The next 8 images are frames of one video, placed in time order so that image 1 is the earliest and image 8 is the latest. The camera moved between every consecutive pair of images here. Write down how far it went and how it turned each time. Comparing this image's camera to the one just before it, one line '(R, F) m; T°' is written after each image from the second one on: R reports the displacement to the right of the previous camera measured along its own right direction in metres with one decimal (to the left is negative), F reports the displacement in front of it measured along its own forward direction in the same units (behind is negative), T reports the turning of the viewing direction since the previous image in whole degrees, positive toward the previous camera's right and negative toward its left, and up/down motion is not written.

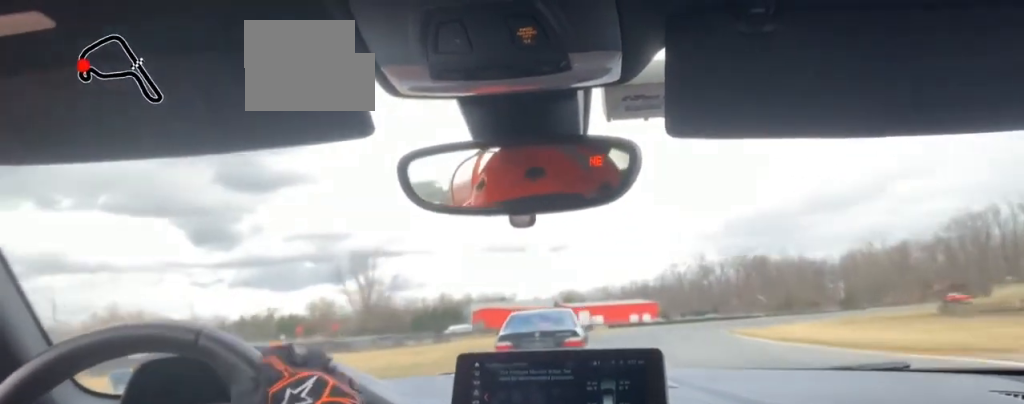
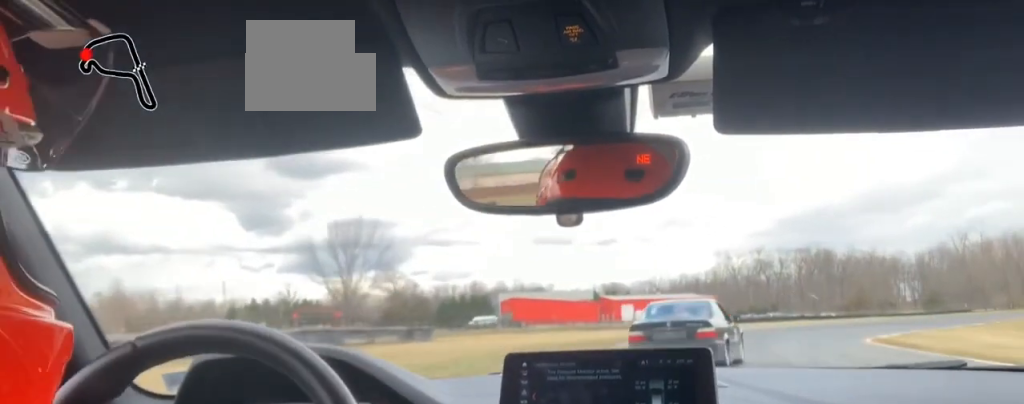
(-1.7, +29.1) m; -3°
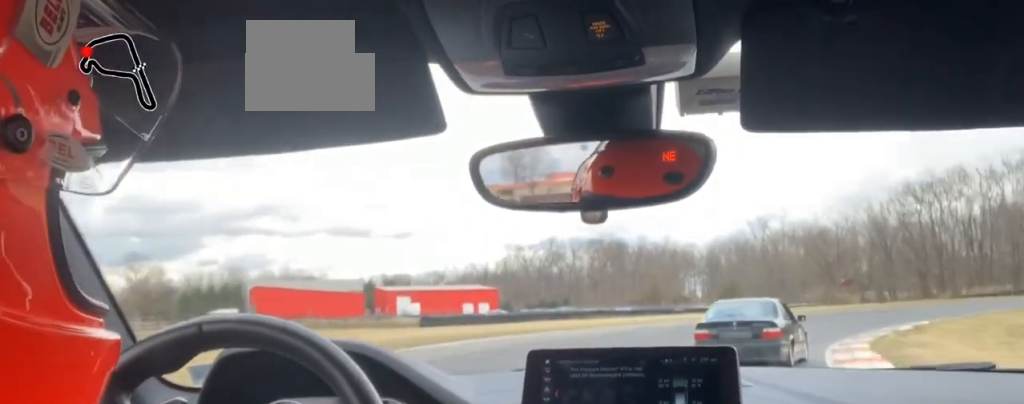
(-0.2, +32.4) m; +11°
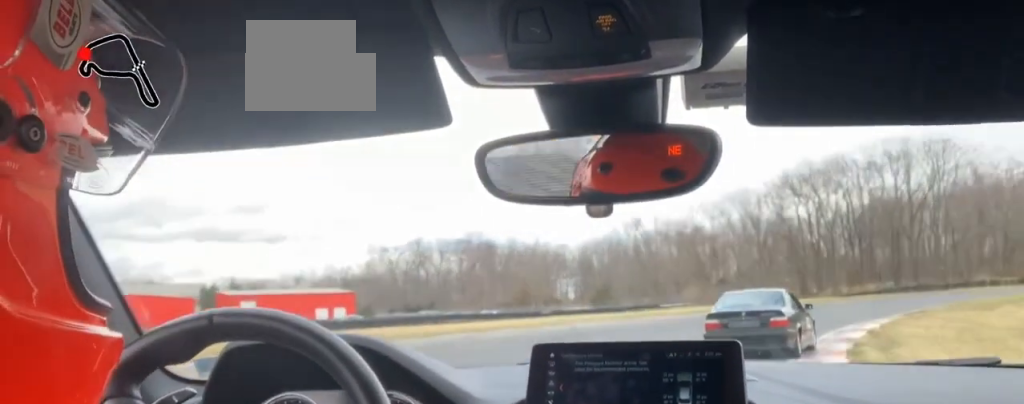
(+2.5, +14.3) m; +6°
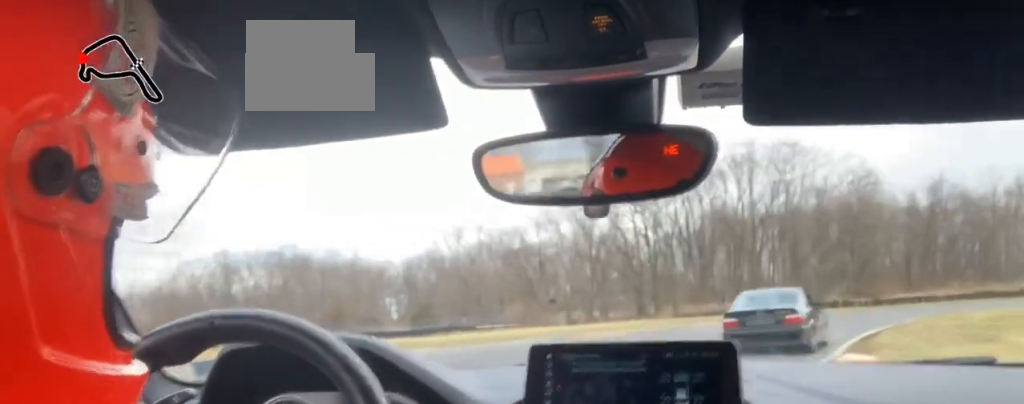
(+2.2, +19.8) m; +8°
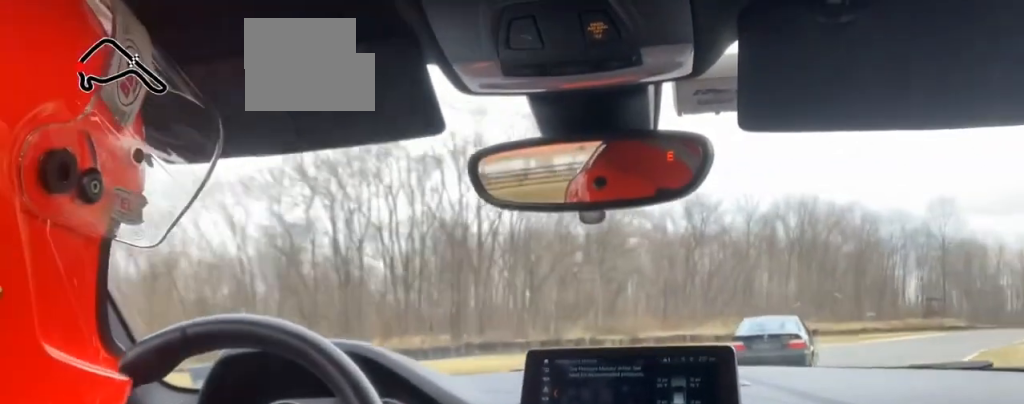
(+0.3, +31.2) m; +14°
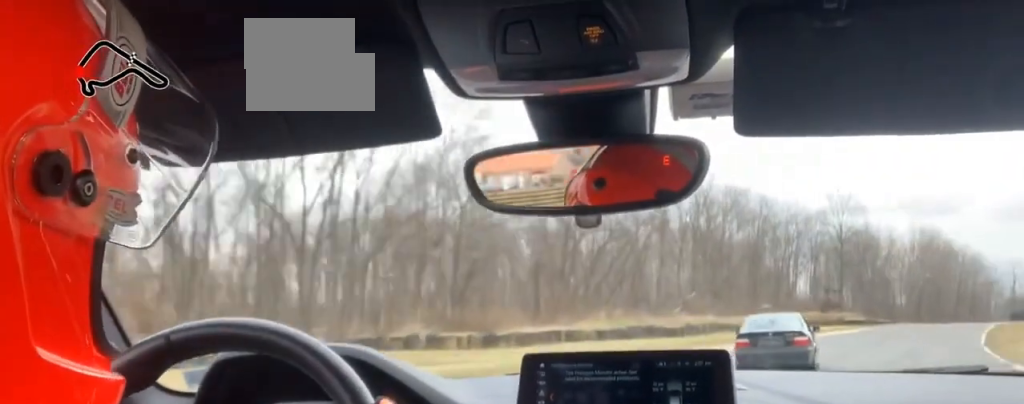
(+4.2, +17.7) m; +7°
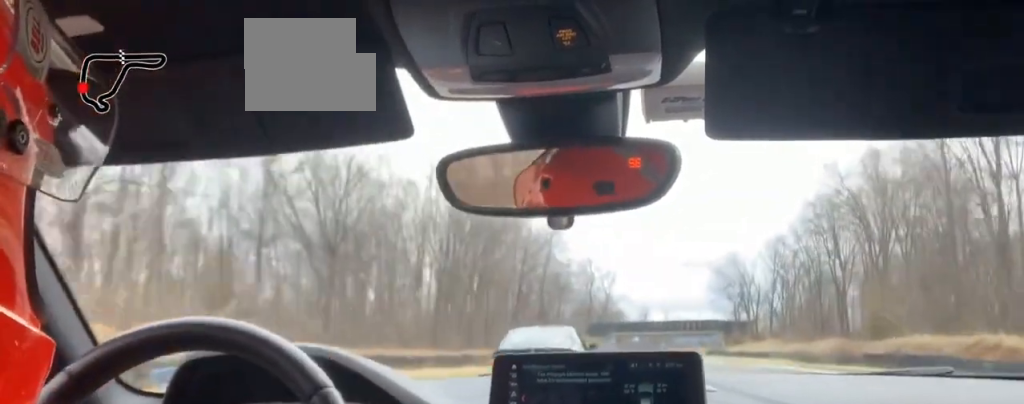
(+32.6, +112.7) m; +25°
